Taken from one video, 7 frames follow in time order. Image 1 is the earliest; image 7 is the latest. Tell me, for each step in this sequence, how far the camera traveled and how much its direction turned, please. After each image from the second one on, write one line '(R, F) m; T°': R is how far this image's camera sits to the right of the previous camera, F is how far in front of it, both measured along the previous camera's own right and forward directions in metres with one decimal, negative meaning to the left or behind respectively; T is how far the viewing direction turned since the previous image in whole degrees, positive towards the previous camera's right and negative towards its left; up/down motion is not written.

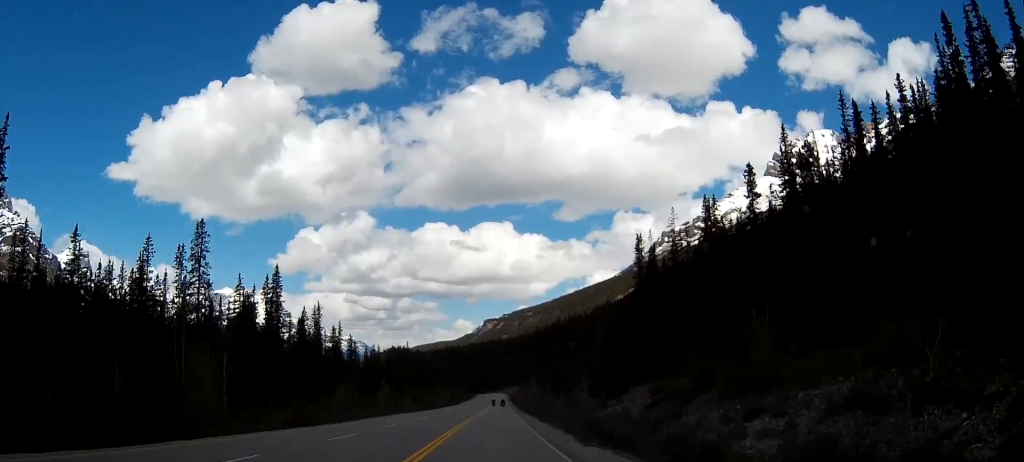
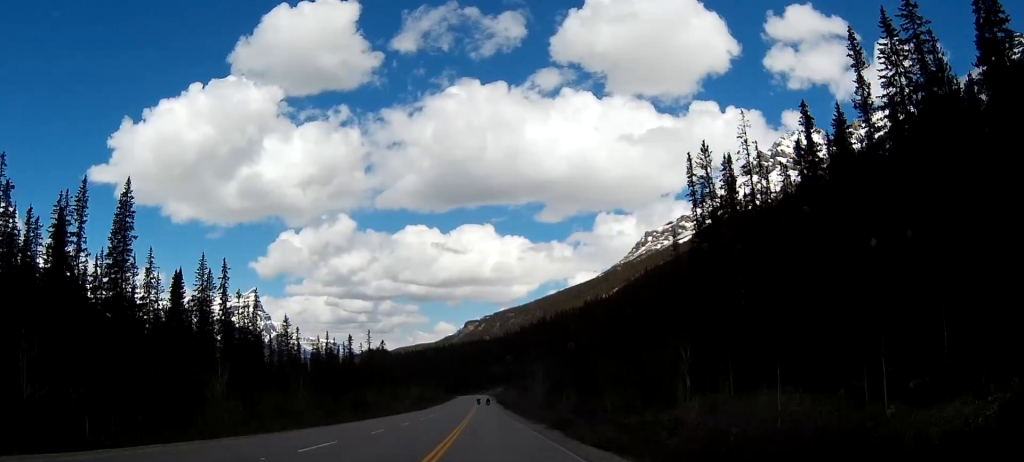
(+0.9, +56.2) m; +2°
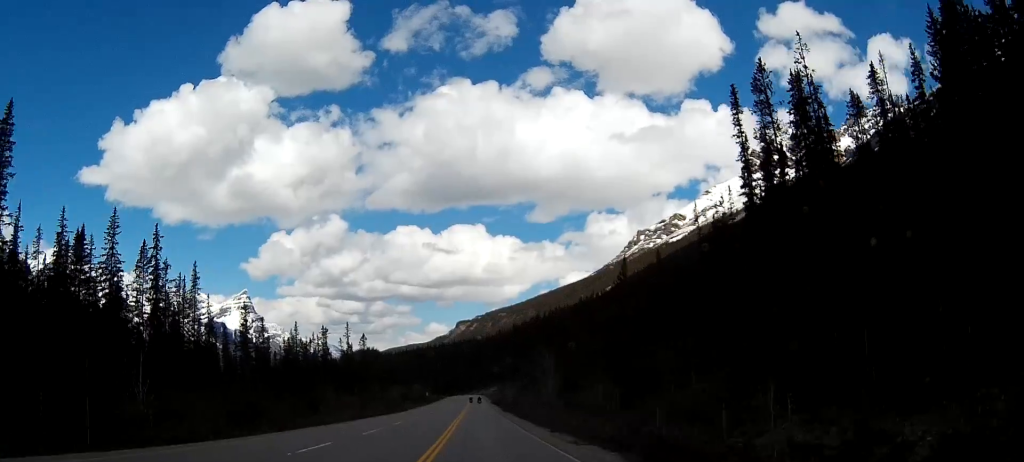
(+0.2, +25.1) m; 0°
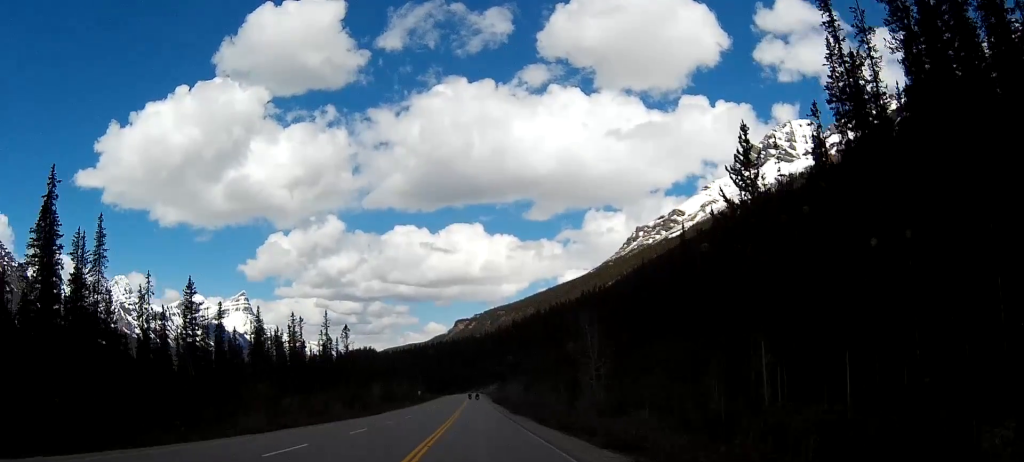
(0.0, +27.9) m; 0°
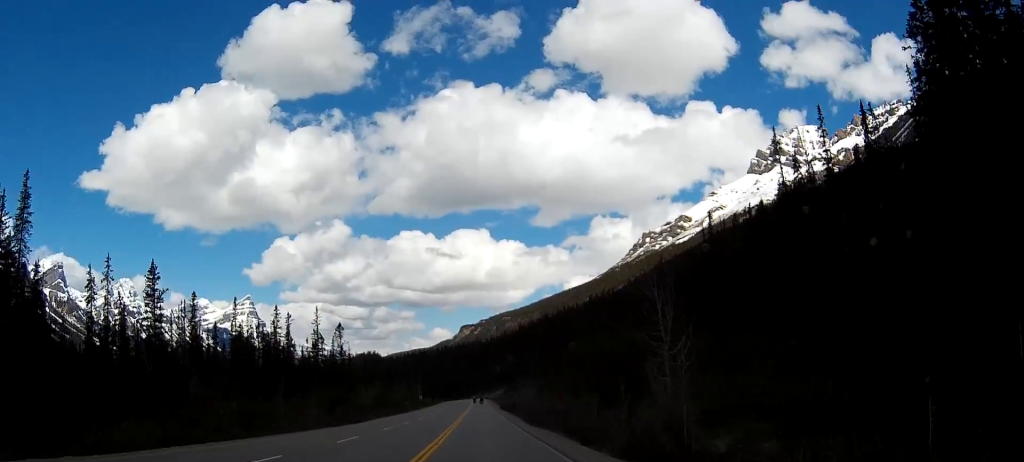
(0.0, +16.7) m; 0°
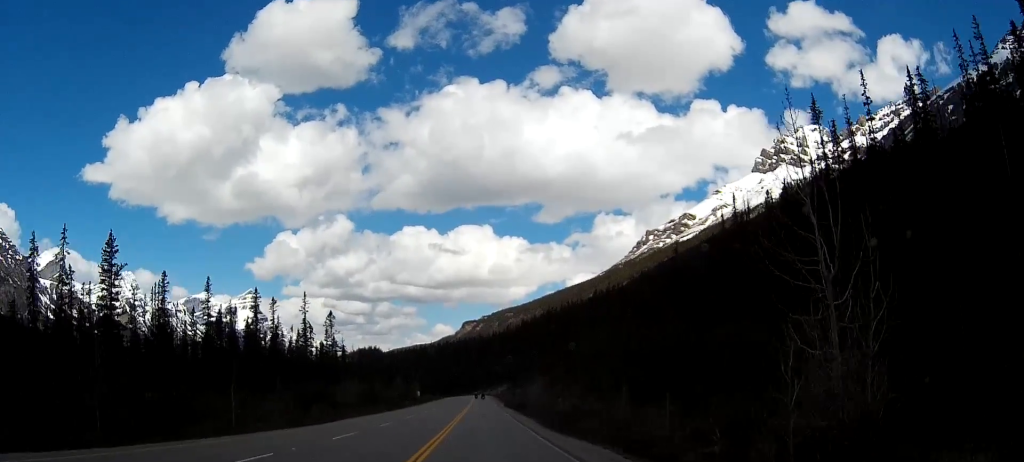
(0.0, +14.0) m; 0°
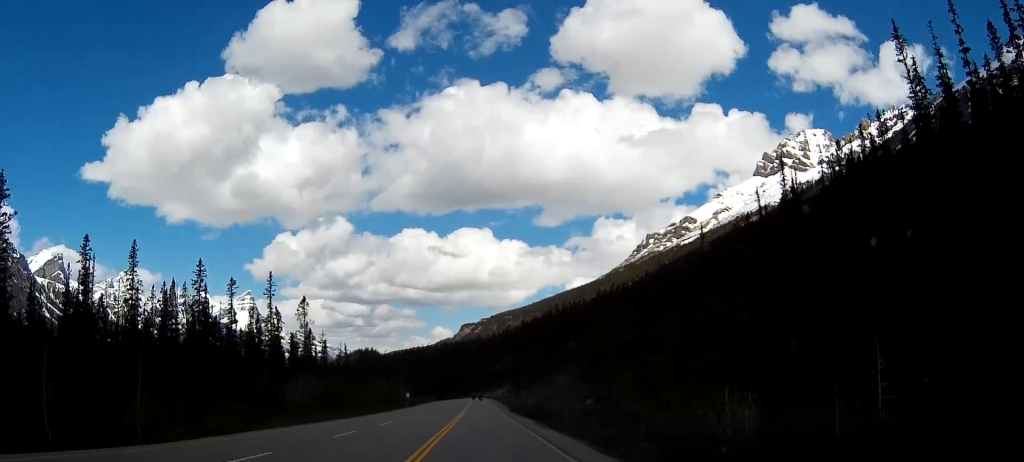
(0.0, +25.5) m; 0°
